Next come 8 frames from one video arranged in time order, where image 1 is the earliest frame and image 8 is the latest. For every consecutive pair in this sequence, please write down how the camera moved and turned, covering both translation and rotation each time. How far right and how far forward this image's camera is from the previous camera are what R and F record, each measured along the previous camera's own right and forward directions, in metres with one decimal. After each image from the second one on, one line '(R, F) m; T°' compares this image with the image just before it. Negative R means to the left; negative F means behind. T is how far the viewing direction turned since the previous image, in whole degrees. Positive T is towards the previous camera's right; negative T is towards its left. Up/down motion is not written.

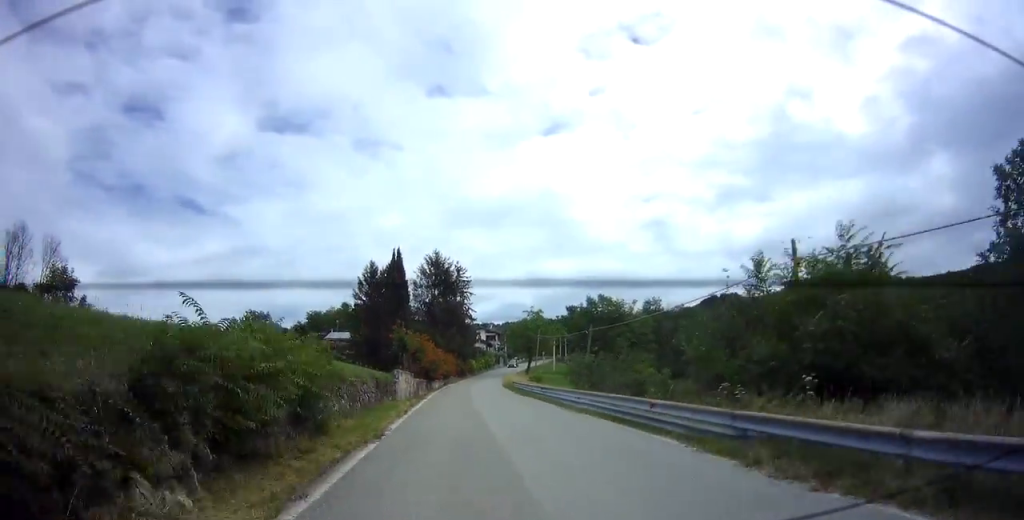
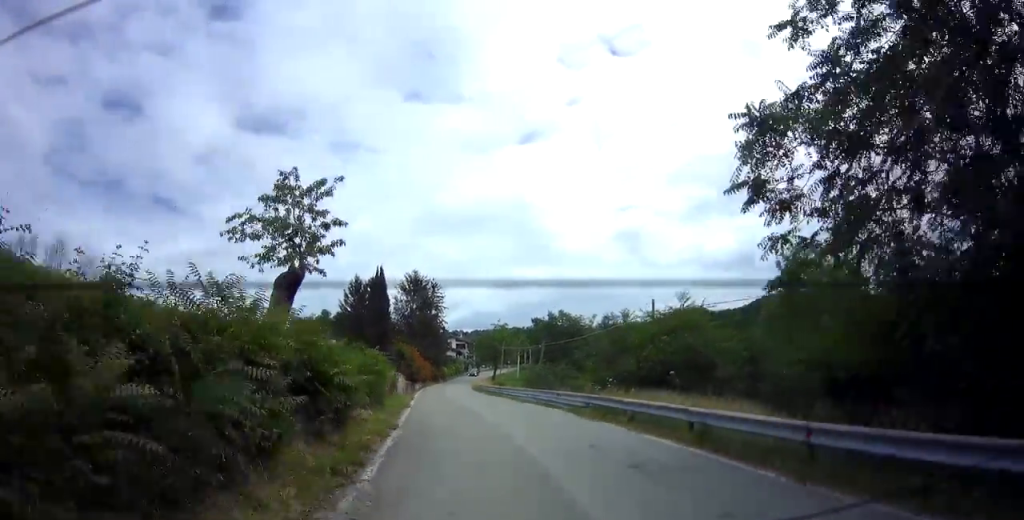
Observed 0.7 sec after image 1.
(+0.5, +9.7) m; +3°
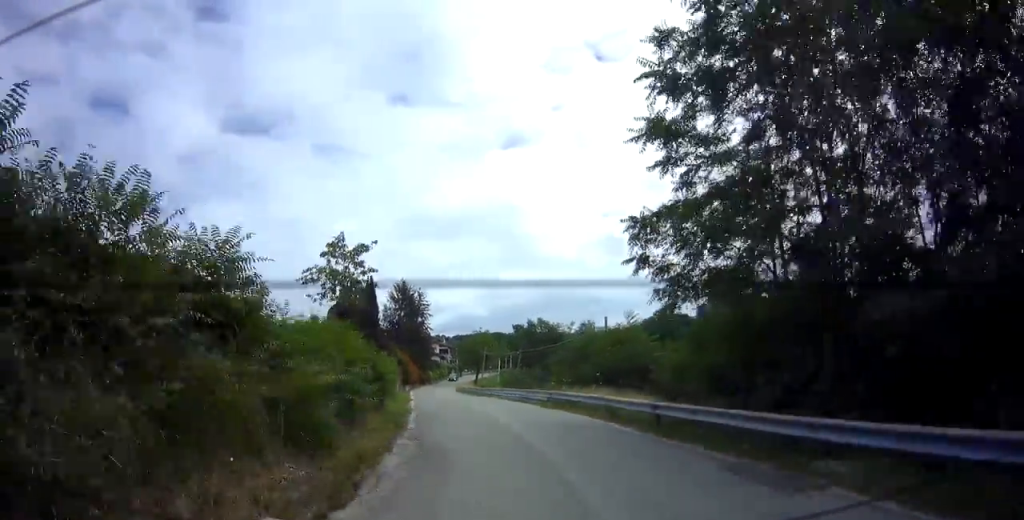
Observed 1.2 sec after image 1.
(0.0, +5.8) m; +1°
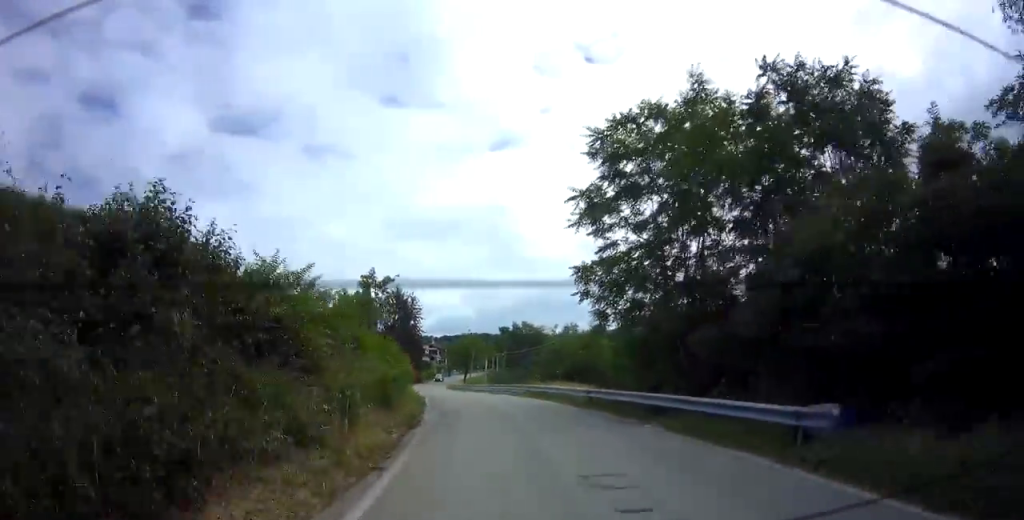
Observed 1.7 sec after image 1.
(-0.1, +6.7) m; +1°
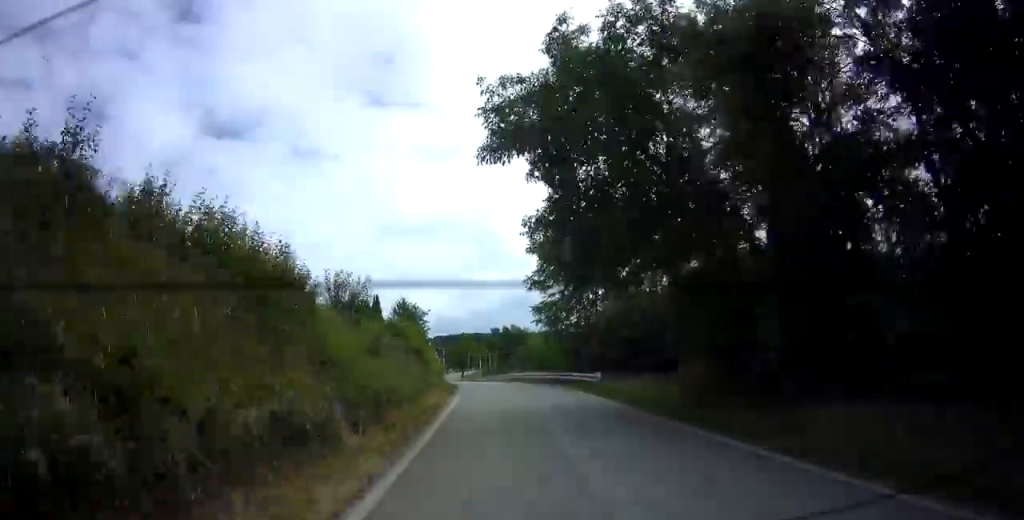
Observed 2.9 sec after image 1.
(+0.3, +16.4) m; 0°
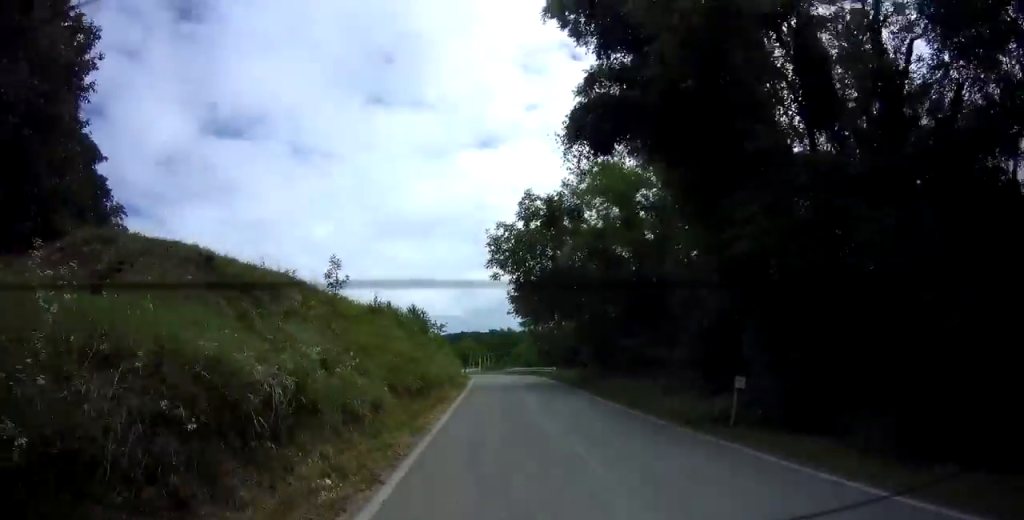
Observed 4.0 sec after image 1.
(-0.5, +15.7) m; -2°
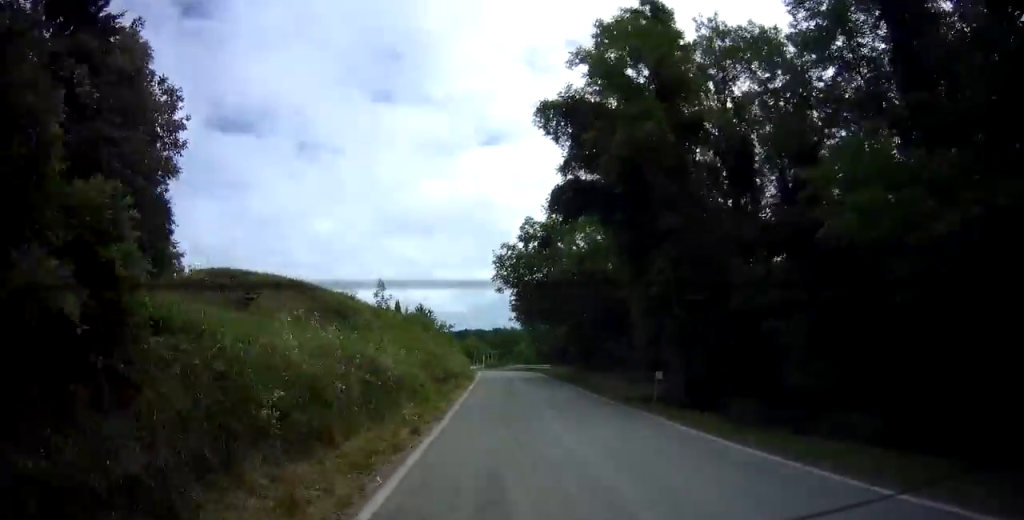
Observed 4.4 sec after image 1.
(0.0, +6.0) m; -1°
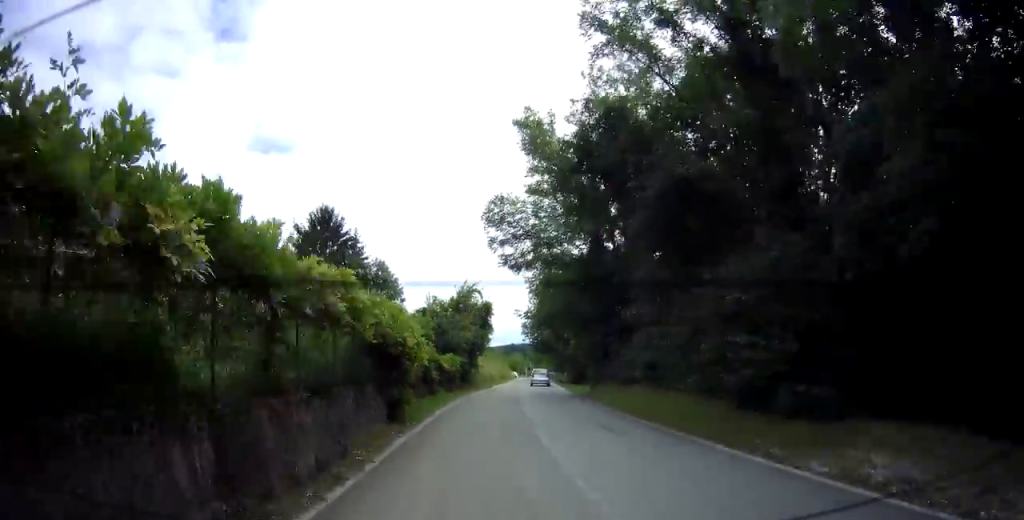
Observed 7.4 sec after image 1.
(-1.1, +41.0) m; 0°
